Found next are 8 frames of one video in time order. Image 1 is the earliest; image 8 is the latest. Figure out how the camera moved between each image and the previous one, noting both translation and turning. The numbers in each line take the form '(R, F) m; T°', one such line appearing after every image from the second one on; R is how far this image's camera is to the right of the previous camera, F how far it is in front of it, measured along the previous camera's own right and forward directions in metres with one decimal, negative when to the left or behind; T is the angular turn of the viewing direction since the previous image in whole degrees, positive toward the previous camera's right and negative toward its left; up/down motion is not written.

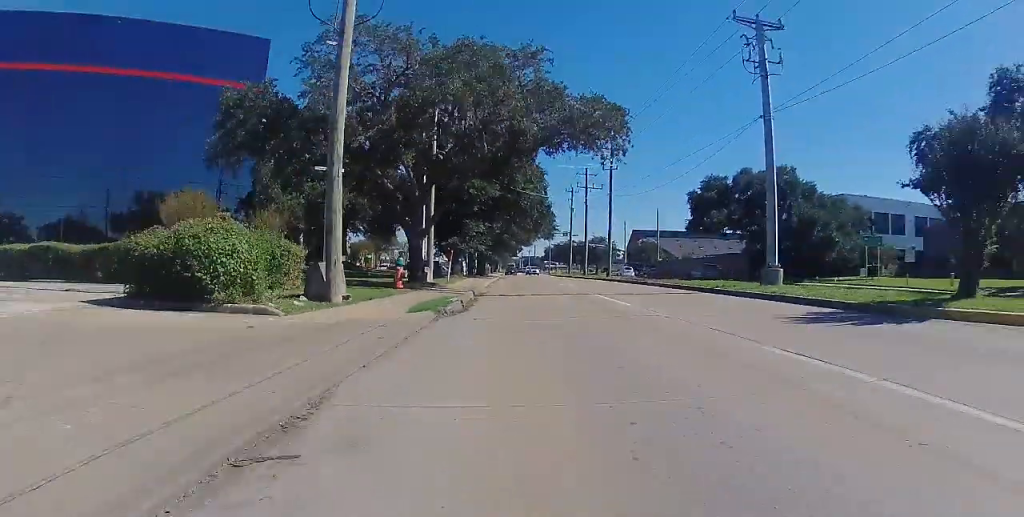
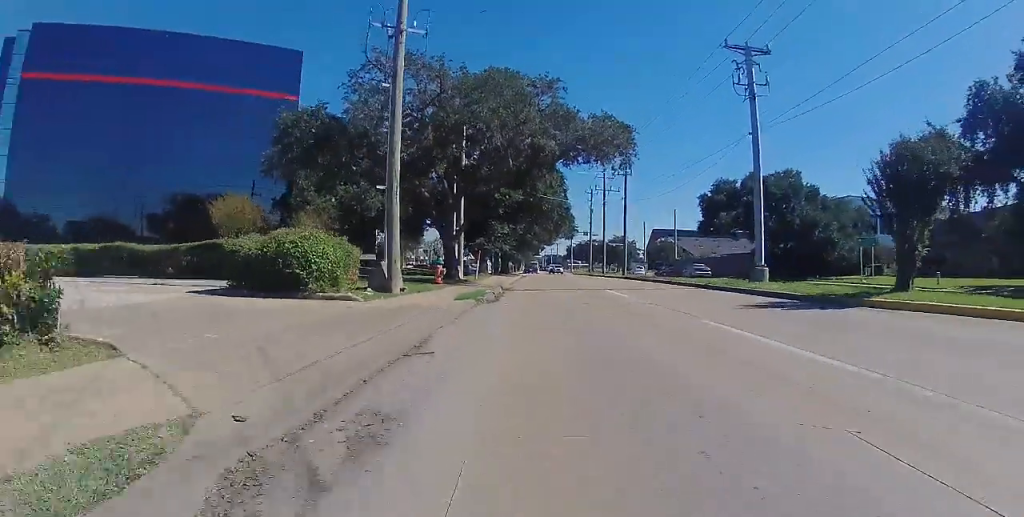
(+0.1, +3.0) m; +1°
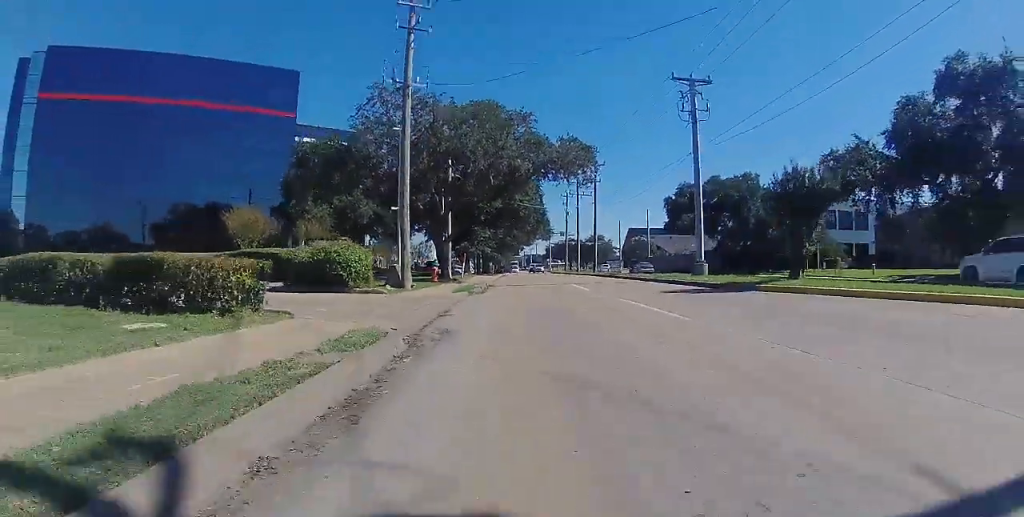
(-0.1, +4.5) m; -1°
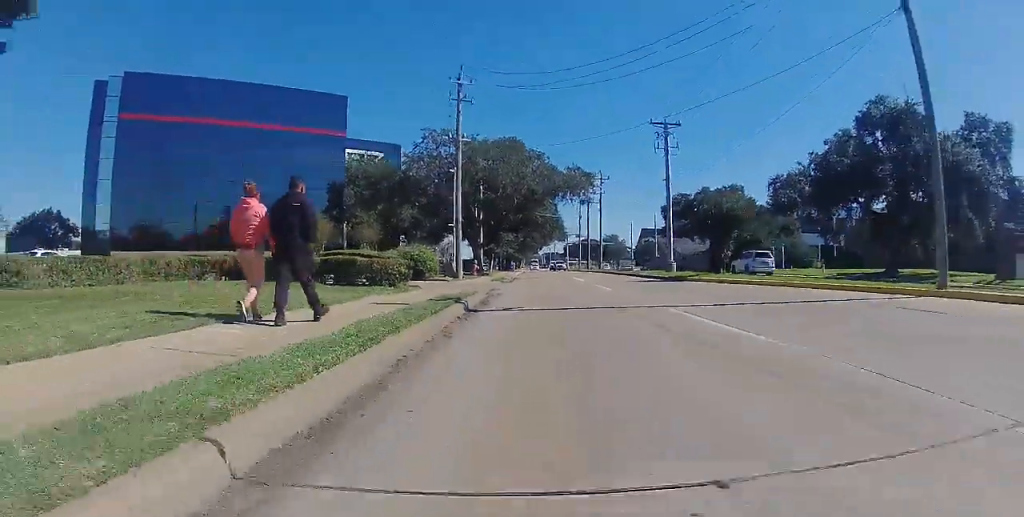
(-0.3, +9.3) m; -1°
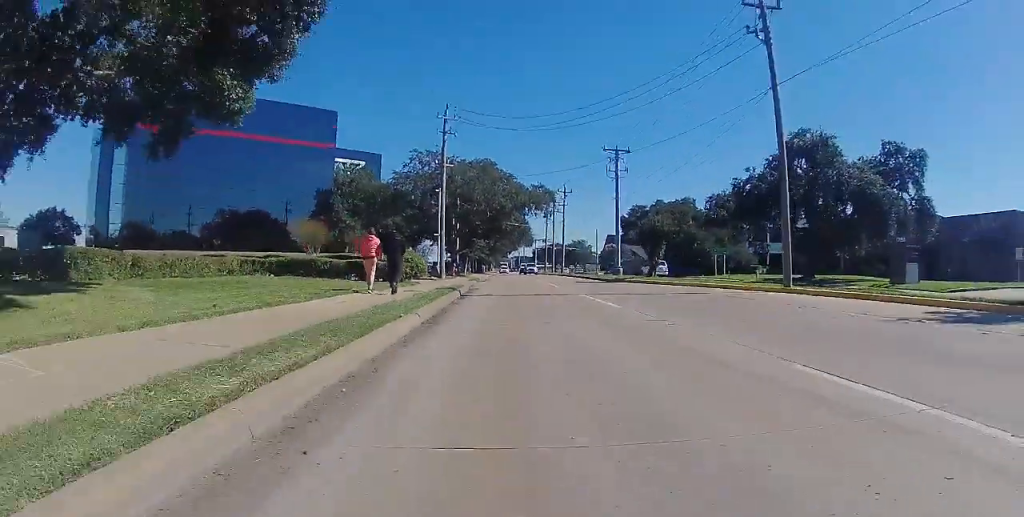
(+0.1, +6.8) m; -1°
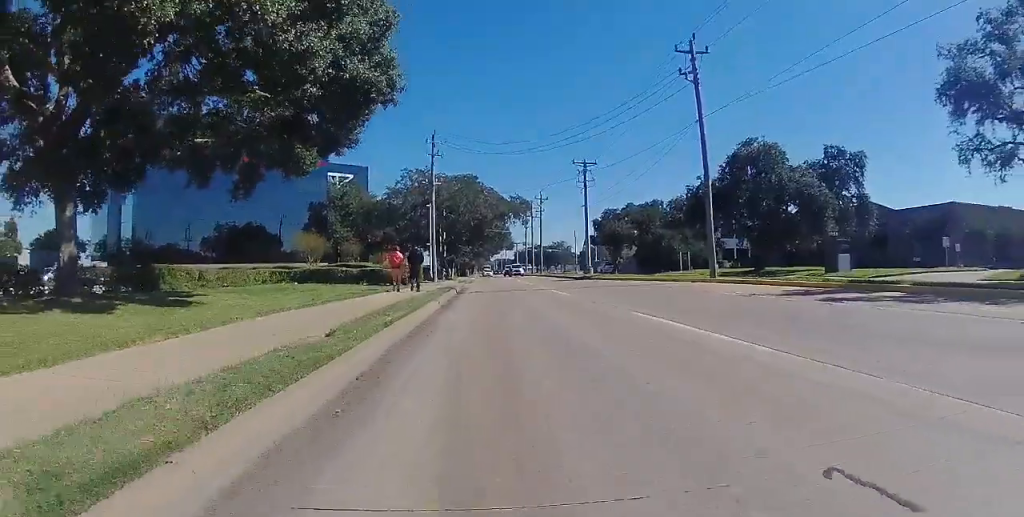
(0.0, +5.4) m; -1°
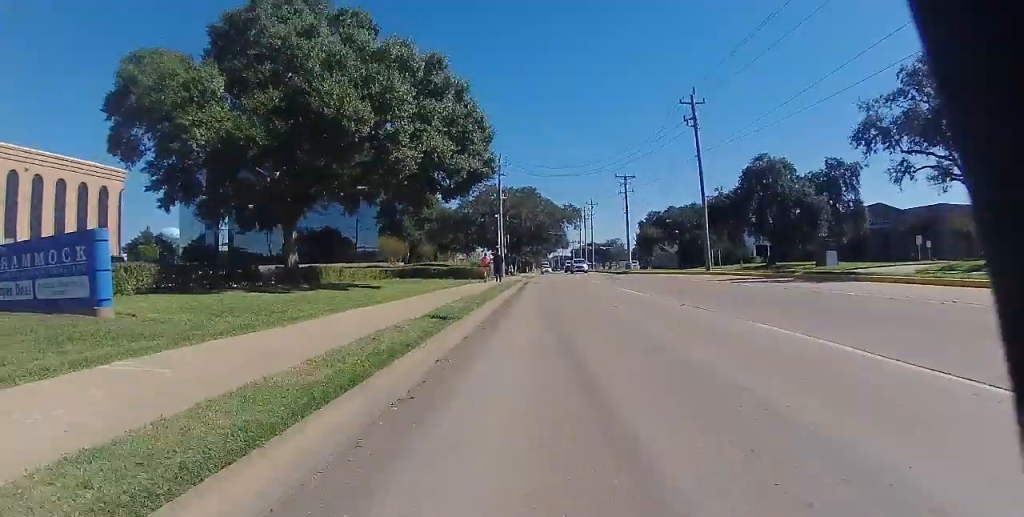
(-0.2, +9.3) m; +1°
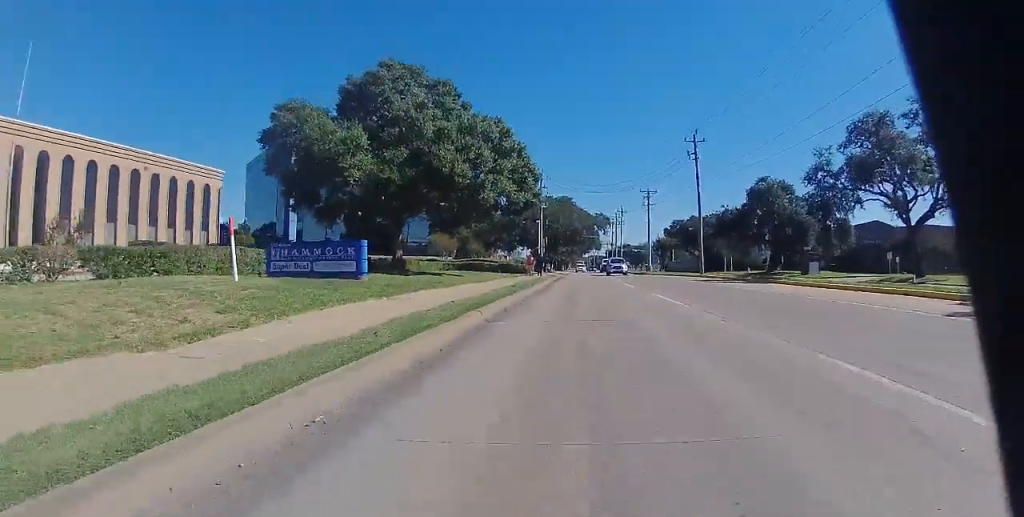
(+0.4, +10.0) m; +3°
